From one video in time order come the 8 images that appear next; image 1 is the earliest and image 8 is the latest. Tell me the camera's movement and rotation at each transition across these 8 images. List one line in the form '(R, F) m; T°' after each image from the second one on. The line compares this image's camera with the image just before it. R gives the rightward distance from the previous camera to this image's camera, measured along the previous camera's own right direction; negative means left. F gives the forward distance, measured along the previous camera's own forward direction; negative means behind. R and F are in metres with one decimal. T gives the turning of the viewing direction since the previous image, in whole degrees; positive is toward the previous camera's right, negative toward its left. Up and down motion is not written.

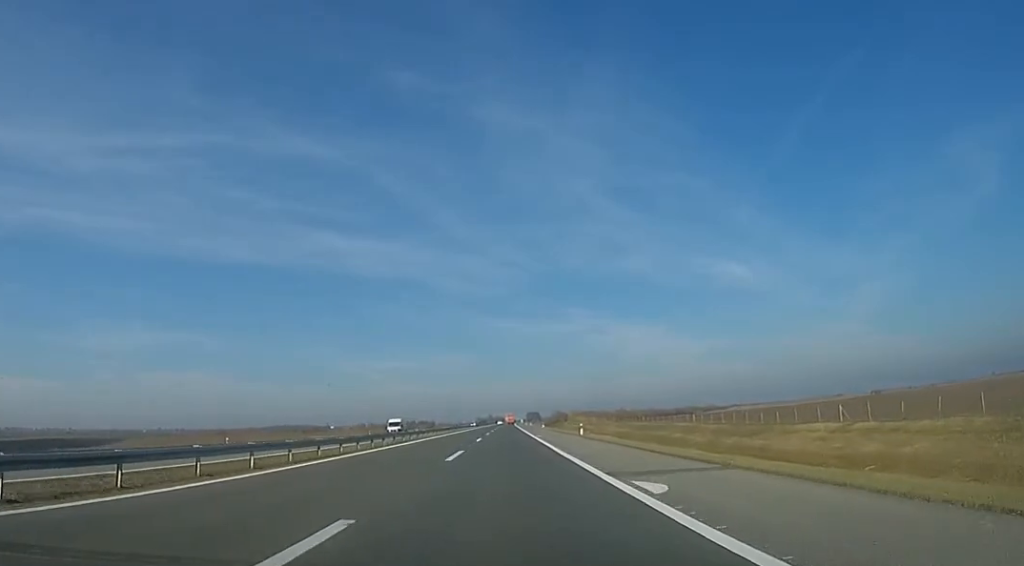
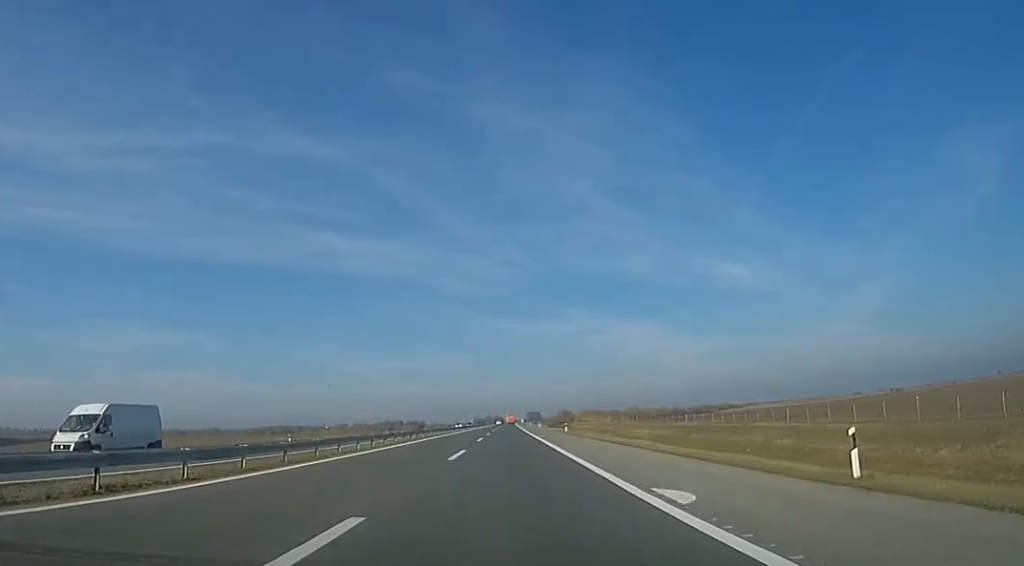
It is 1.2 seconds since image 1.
(+0.7, +37.0) m; +1°
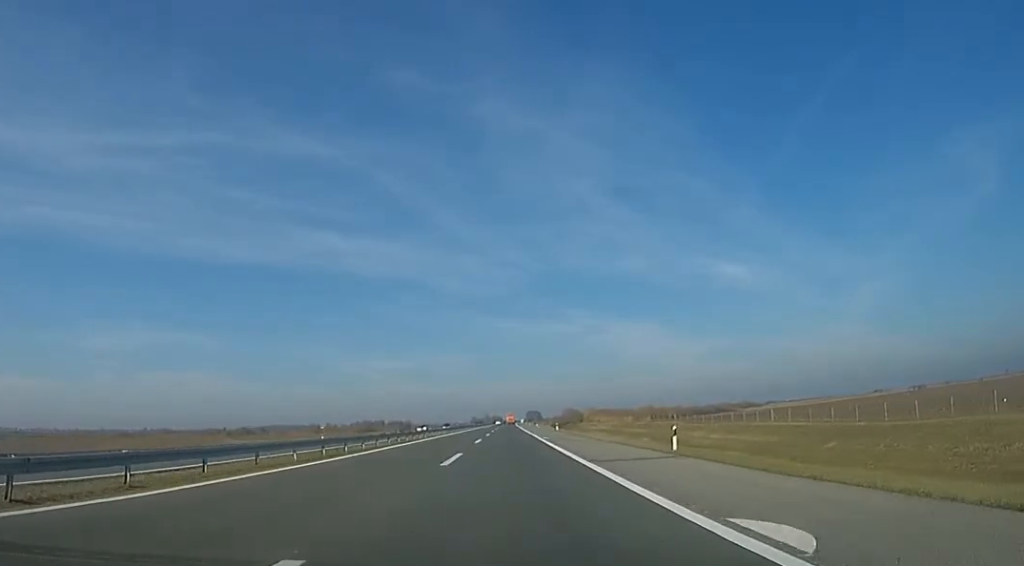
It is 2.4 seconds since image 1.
(0.0, +39.1) m; -3°
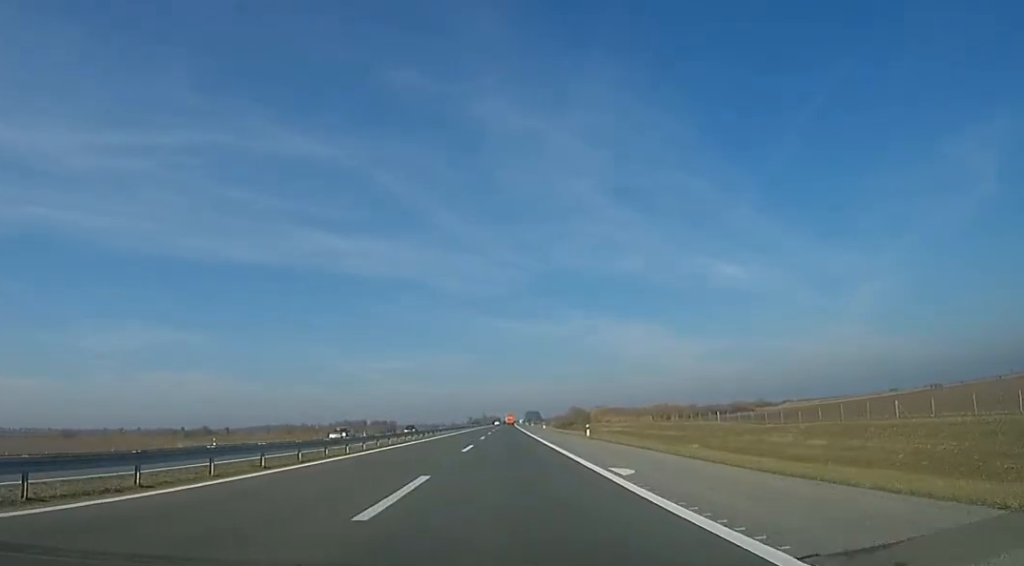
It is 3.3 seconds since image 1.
(-1.2, +27.6) m; -1°
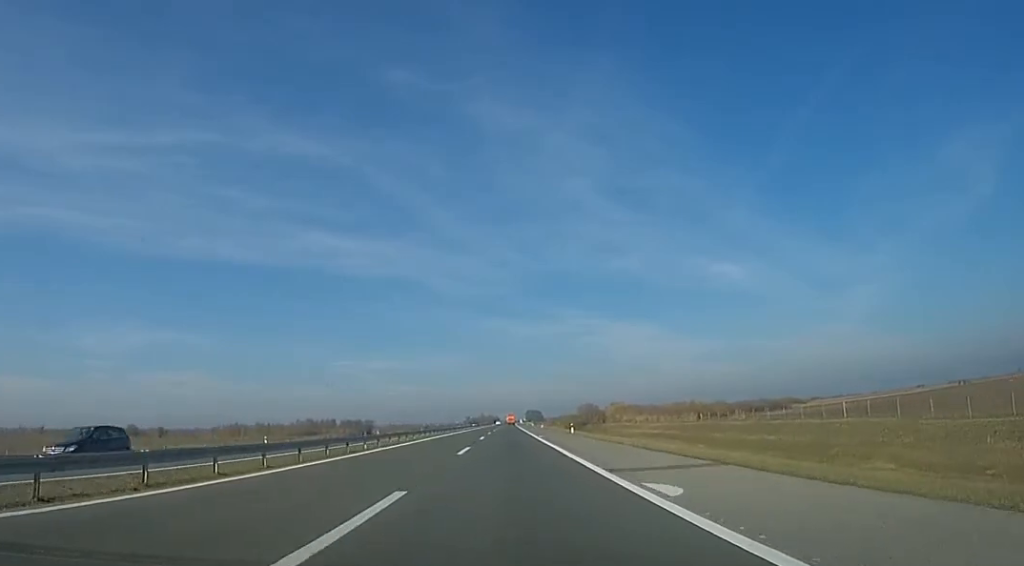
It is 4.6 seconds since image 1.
(+1.2, +39.6) m; +3°
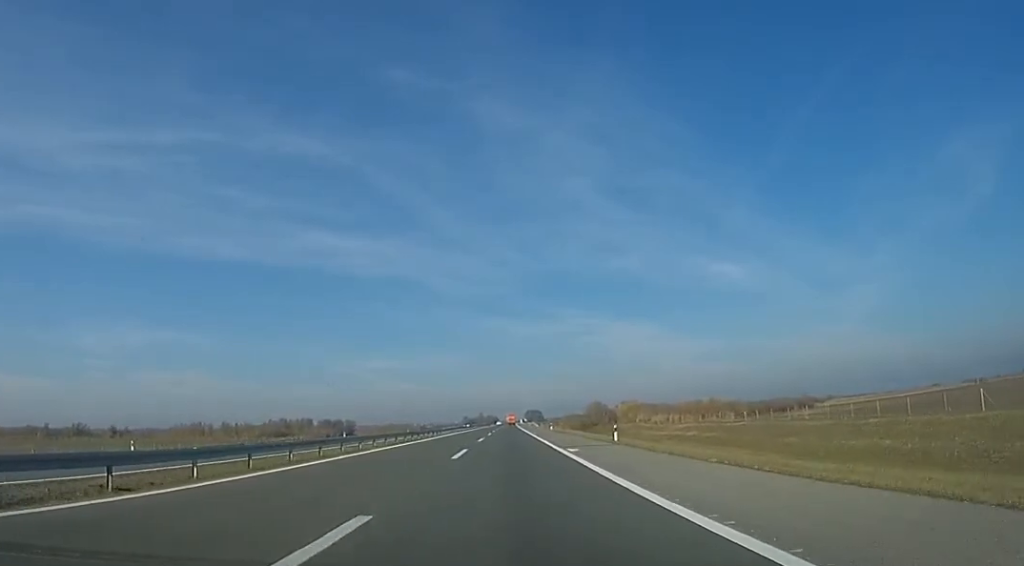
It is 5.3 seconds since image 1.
(+0.1, +21.4) m; 0°
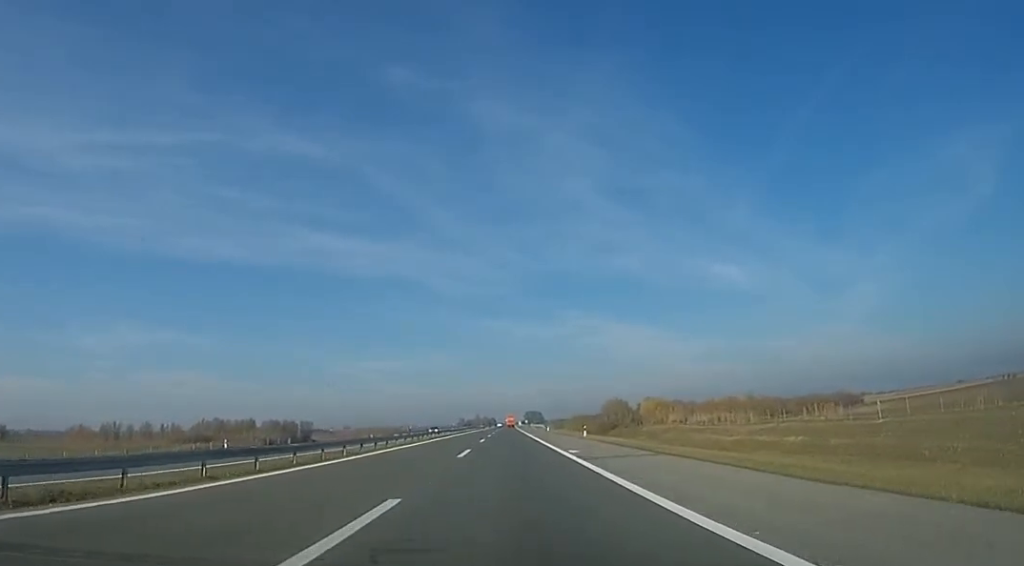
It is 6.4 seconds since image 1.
(0.0, +35.5) m; 0°
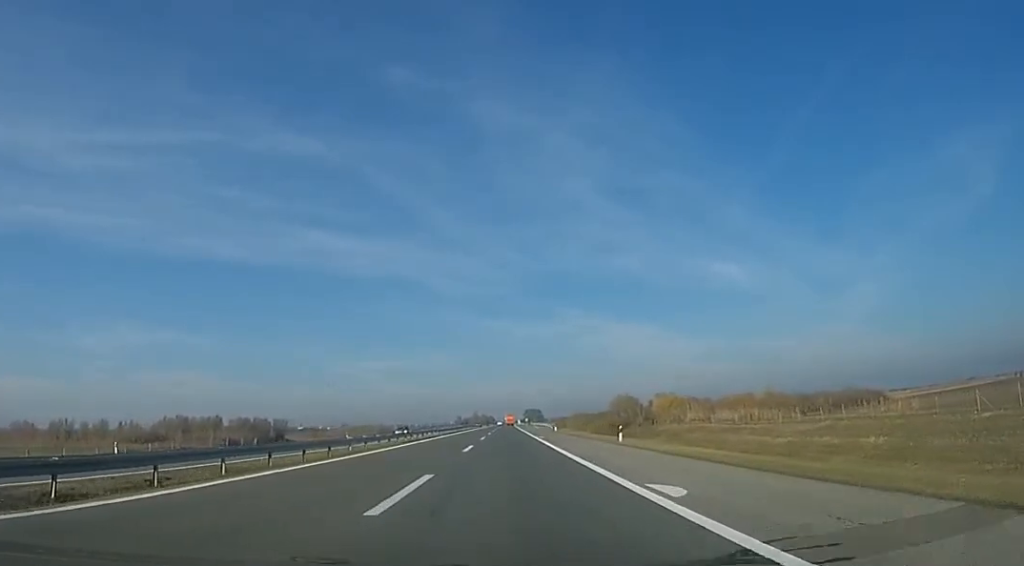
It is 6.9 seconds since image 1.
(0.0, +14.6) m; 0°
